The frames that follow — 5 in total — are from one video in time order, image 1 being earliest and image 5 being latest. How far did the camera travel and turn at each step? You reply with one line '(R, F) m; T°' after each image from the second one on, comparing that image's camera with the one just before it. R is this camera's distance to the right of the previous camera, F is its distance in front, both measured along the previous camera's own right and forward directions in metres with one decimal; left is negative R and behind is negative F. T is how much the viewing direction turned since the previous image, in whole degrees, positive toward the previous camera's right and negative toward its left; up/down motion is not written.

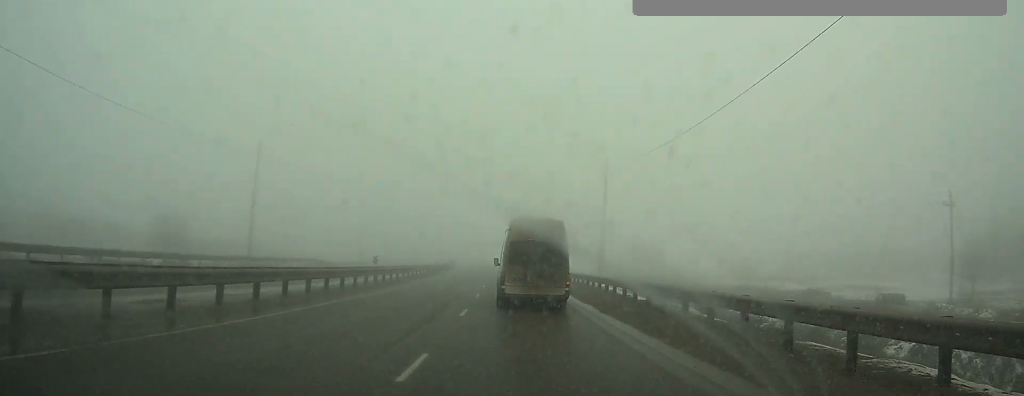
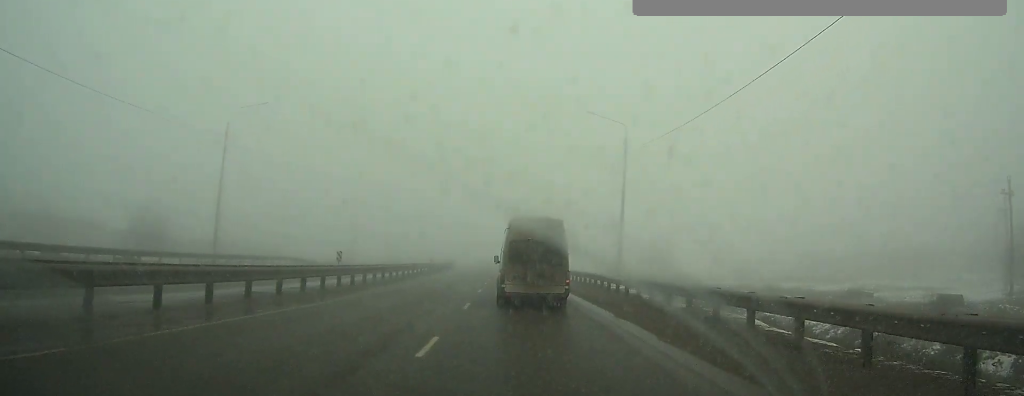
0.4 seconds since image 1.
(0.0, +7.2) m; 0°
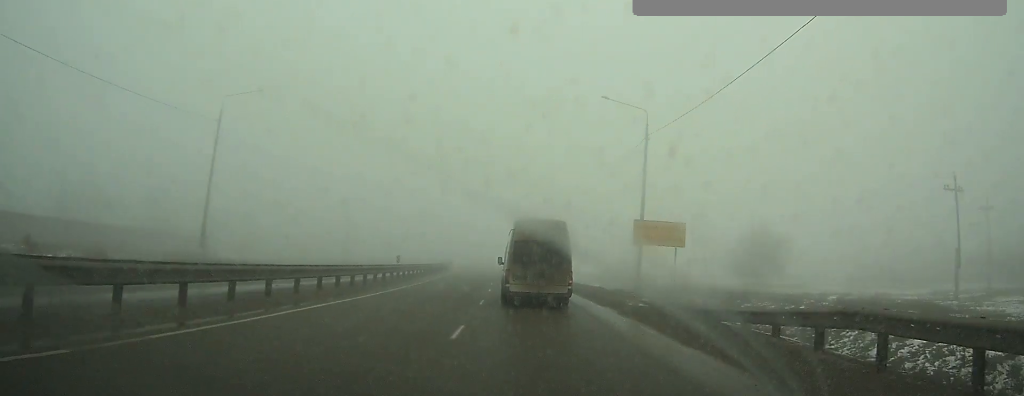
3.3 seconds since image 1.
(-1.0, +47.5) m; -2°
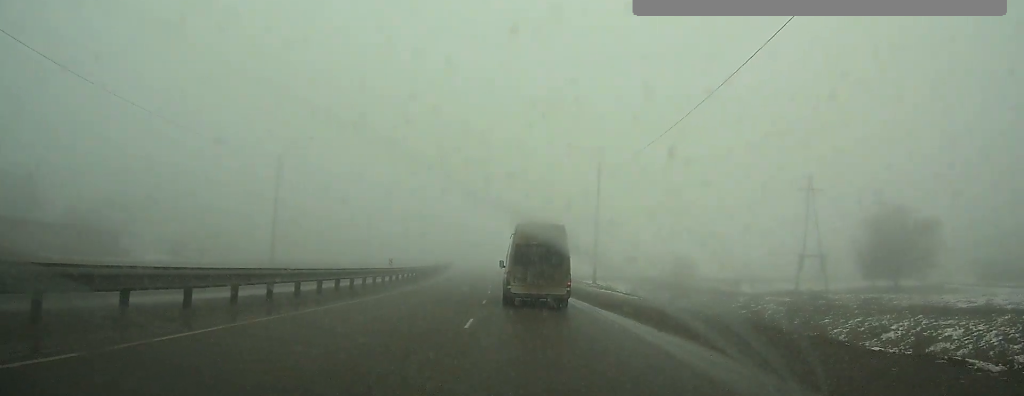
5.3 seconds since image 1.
(-0.4, +26.5) m; -2°
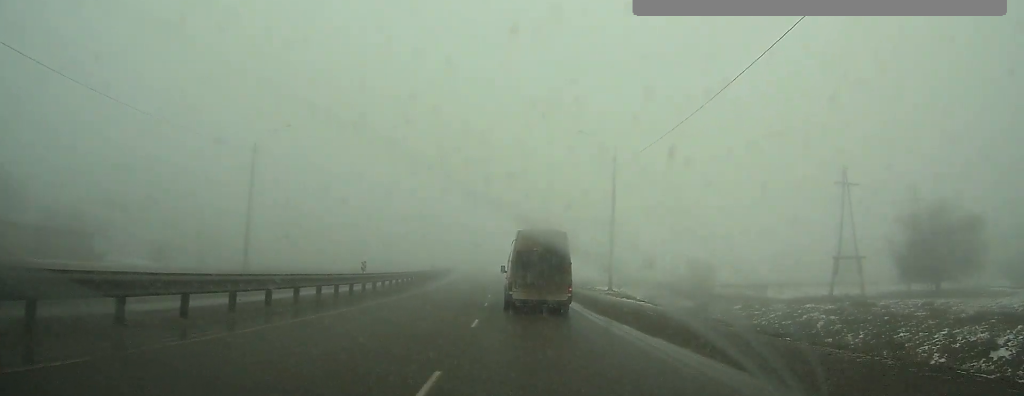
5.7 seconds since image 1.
(0.0, +4.7) m; 0°
